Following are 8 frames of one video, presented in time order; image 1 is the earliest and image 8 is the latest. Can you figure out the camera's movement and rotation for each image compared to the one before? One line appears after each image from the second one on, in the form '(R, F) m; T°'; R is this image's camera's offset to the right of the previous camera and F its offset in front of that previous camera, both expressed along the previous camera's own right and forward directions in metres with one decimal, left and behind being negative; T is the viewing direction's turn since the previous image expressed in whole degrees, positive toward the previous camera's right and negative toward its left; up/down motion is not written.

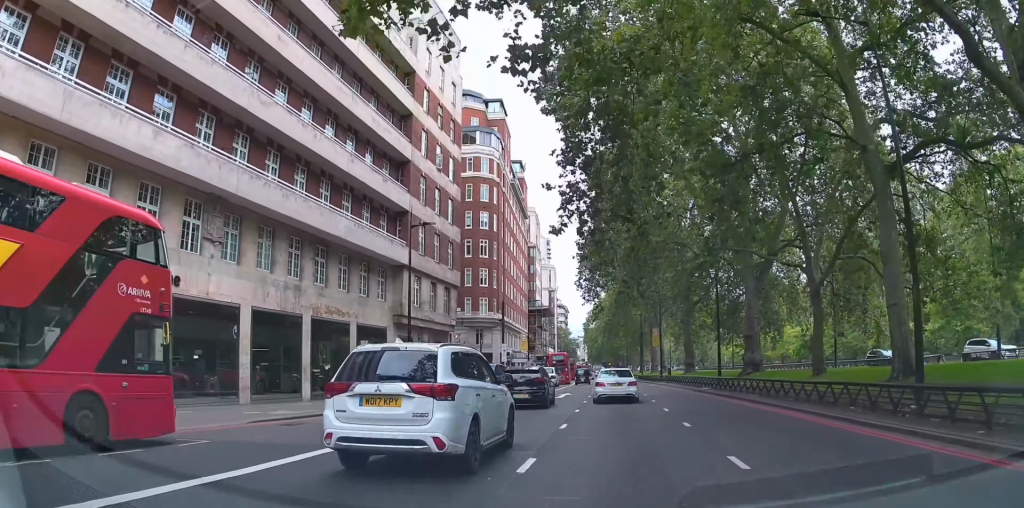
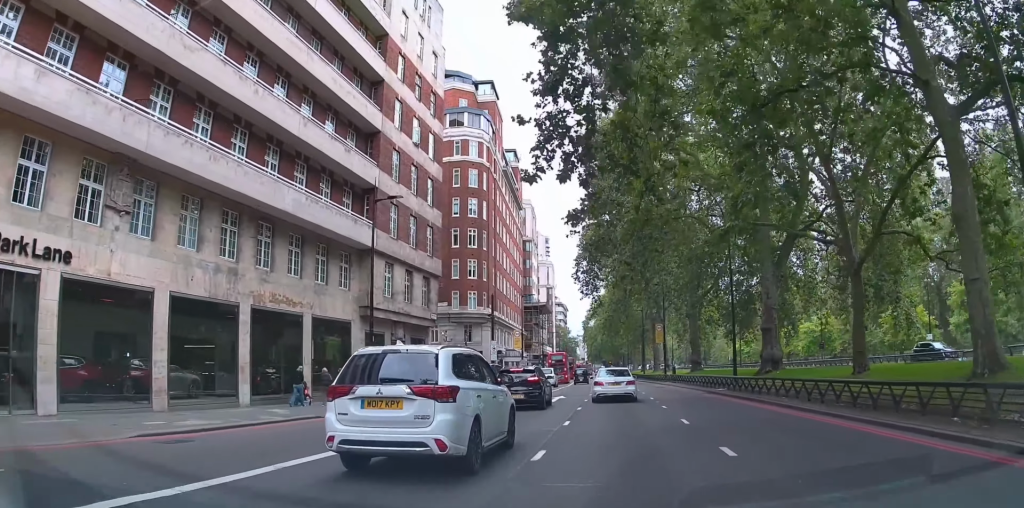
(+0.1, +4.9) m; +1°
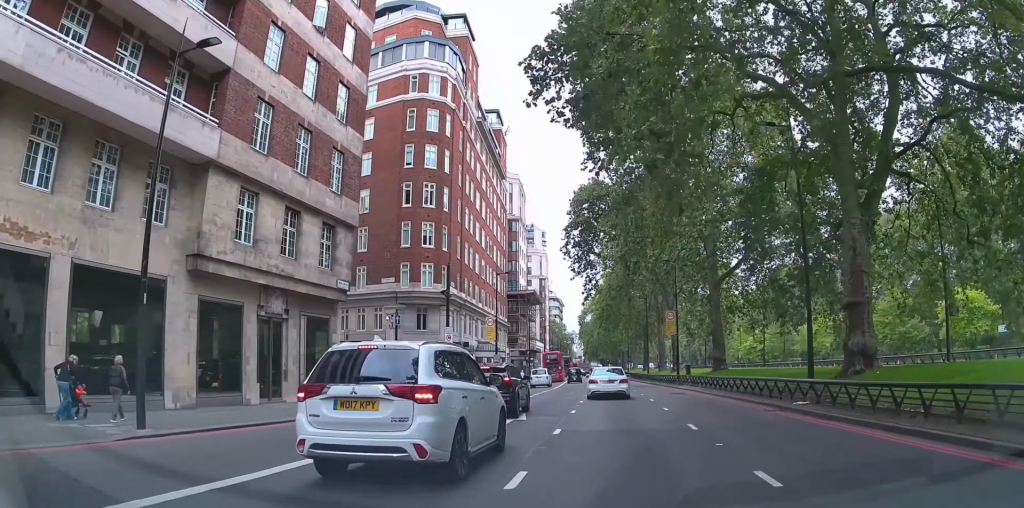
(+0.3, +13.7) m; +2°
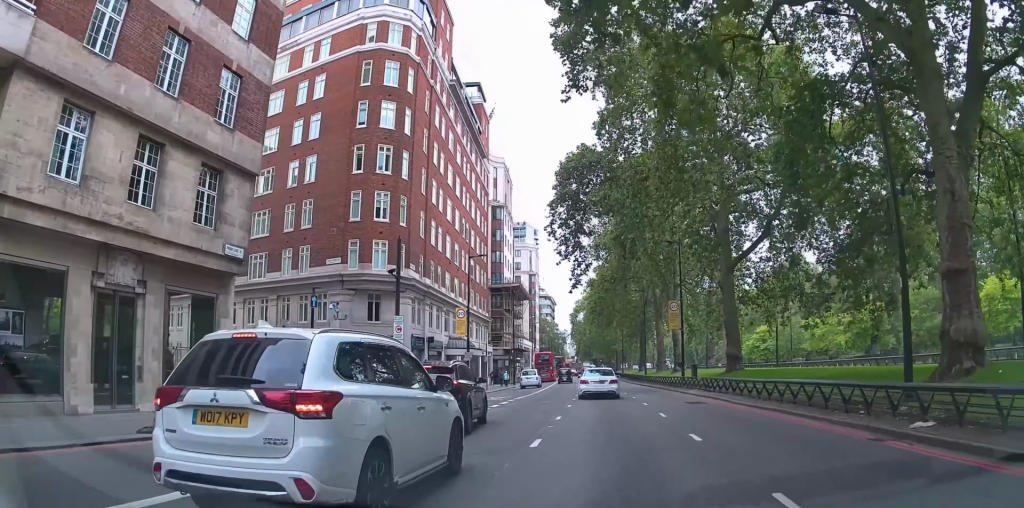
(0.0, +8.0) m; 0°
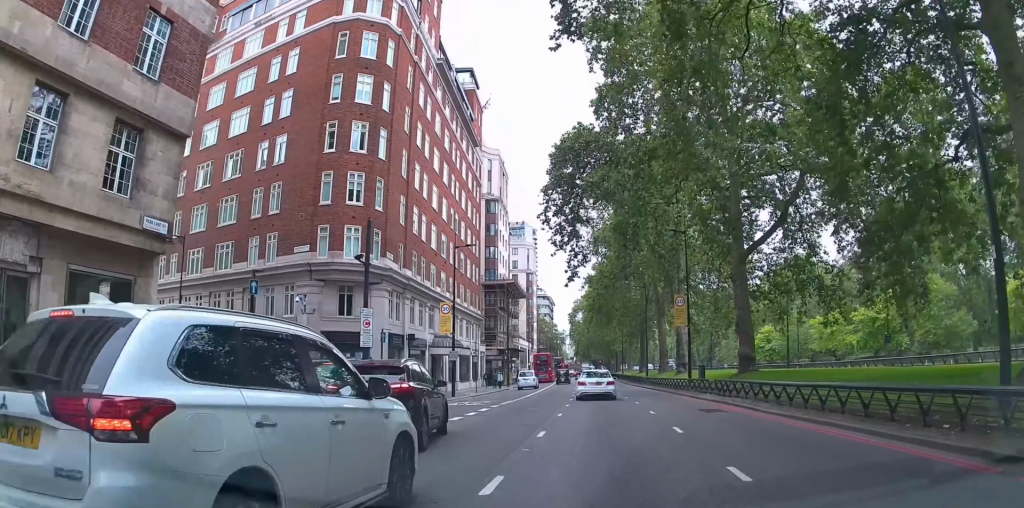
(0.0, +4.1) m; 0°
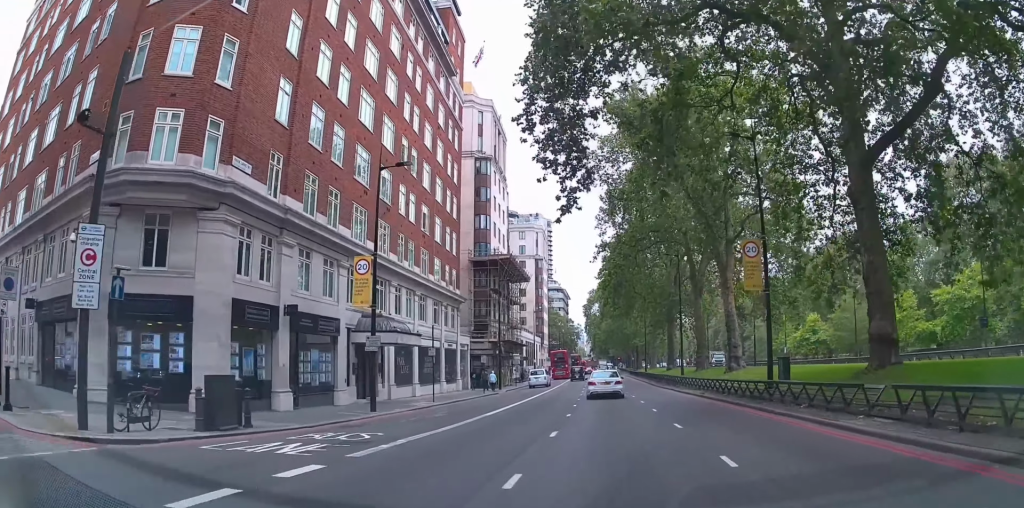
(0.0, +16.9) m; -1°
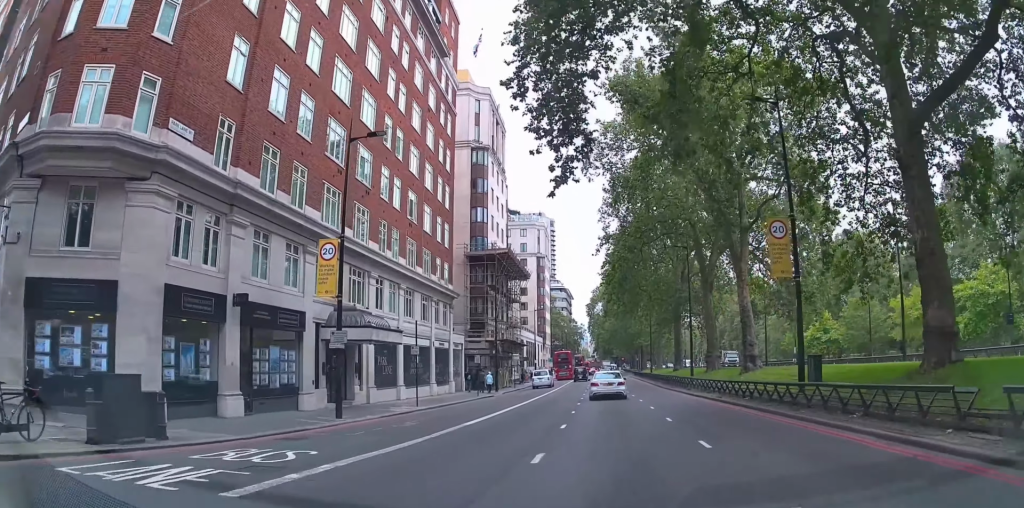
(0.0, +3.6) m; -1°
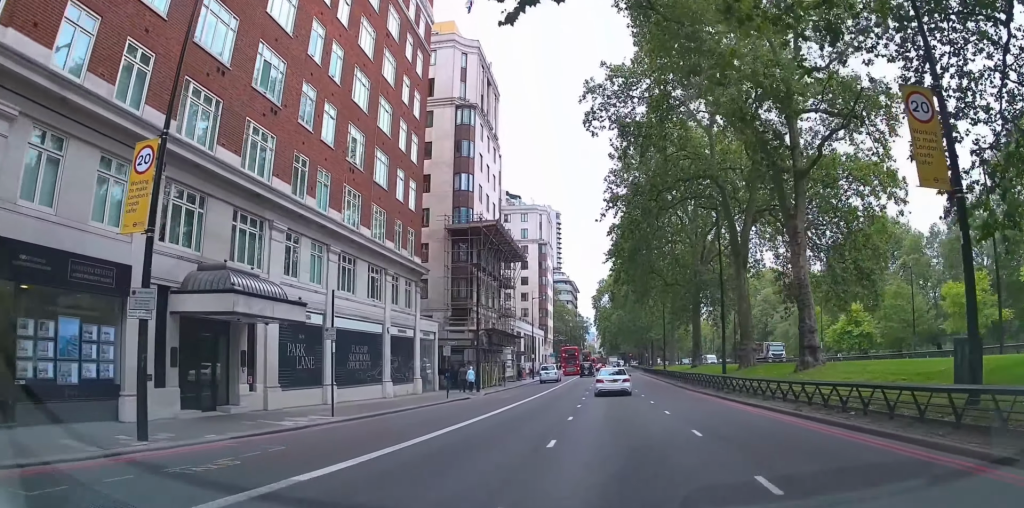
(-0.2, +10.8) m; -1°
